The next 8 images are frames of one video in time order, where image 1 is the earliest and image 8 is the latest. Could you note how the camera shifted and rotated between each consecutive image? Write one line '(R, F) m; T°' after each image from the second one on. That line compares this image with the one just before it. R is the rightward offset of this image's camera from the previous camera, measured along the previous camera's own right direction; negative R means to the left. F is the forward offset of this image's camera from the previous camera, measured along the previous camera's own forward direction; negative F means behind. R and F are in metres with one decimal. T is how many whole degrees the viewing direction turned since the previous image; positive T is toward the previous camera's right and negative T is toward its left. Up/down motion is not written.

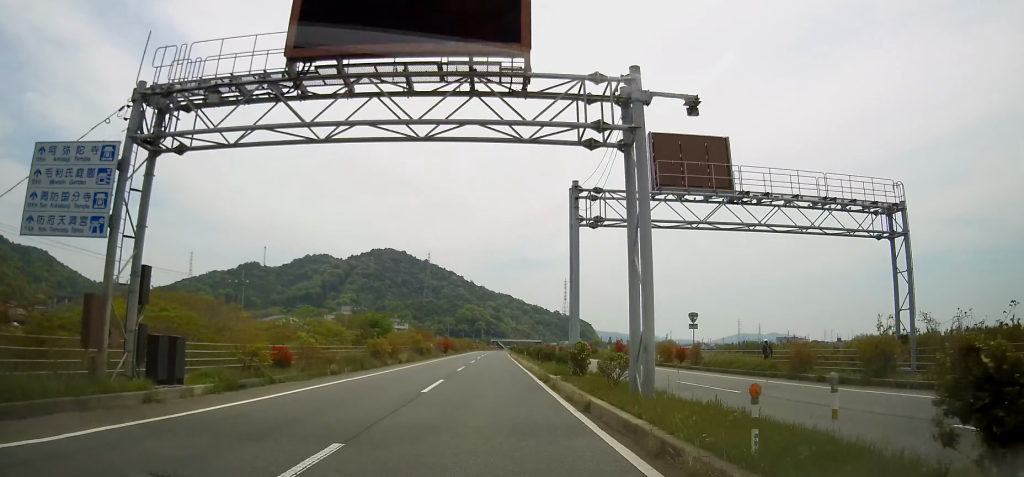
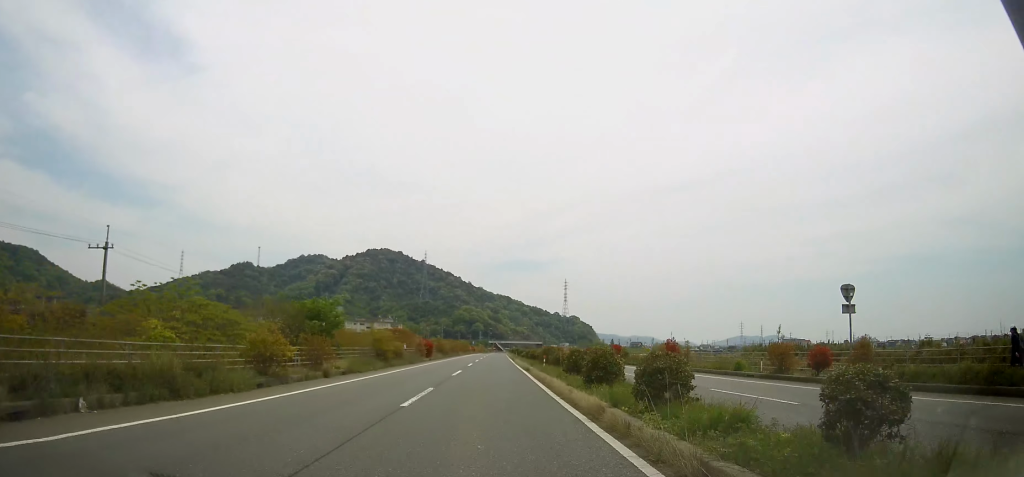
(0.0, +18.6) m; 0°
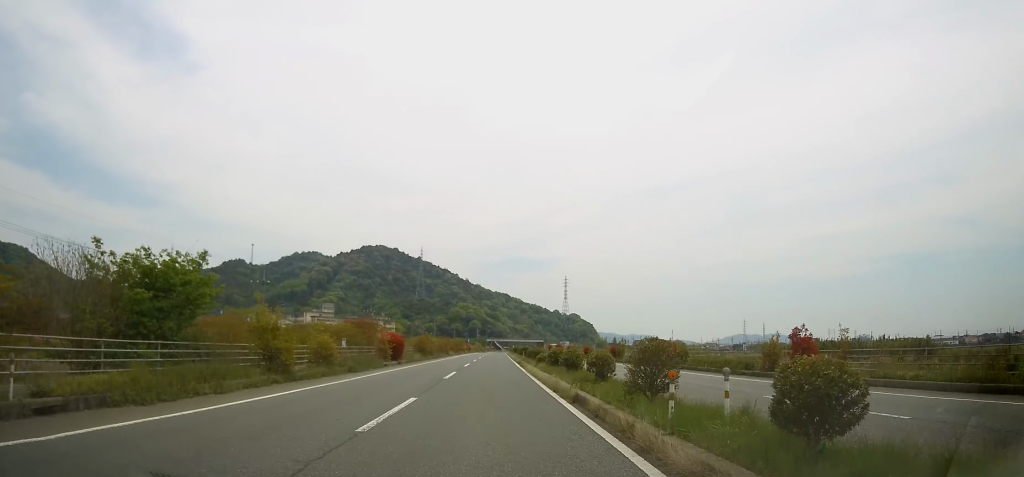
(+0.1, +19.3) m; 0°
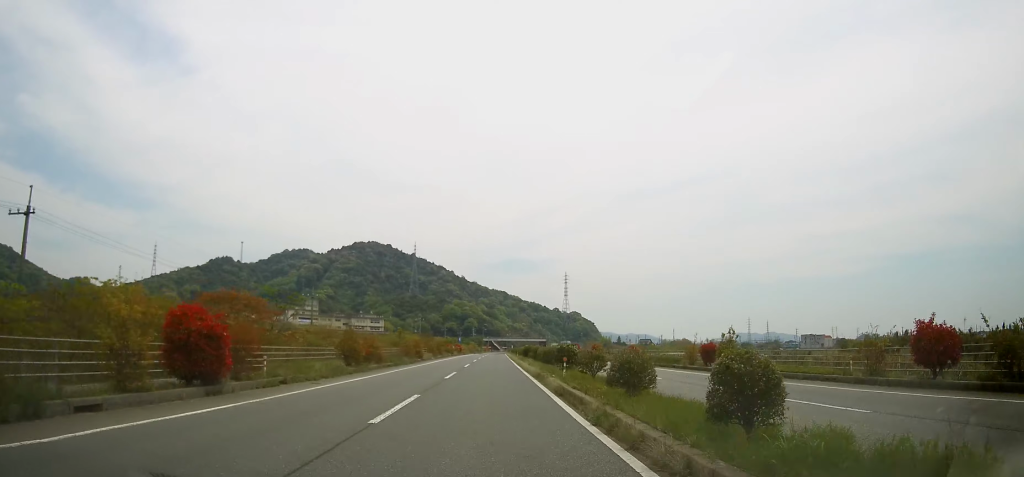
(0.0, +29.2) m; 0°
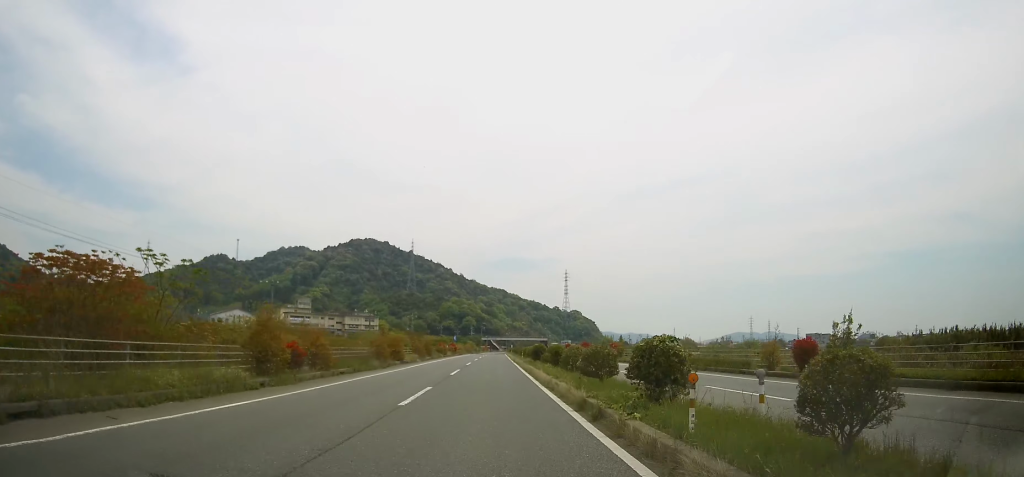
(0.0, +11.8) m; 0°
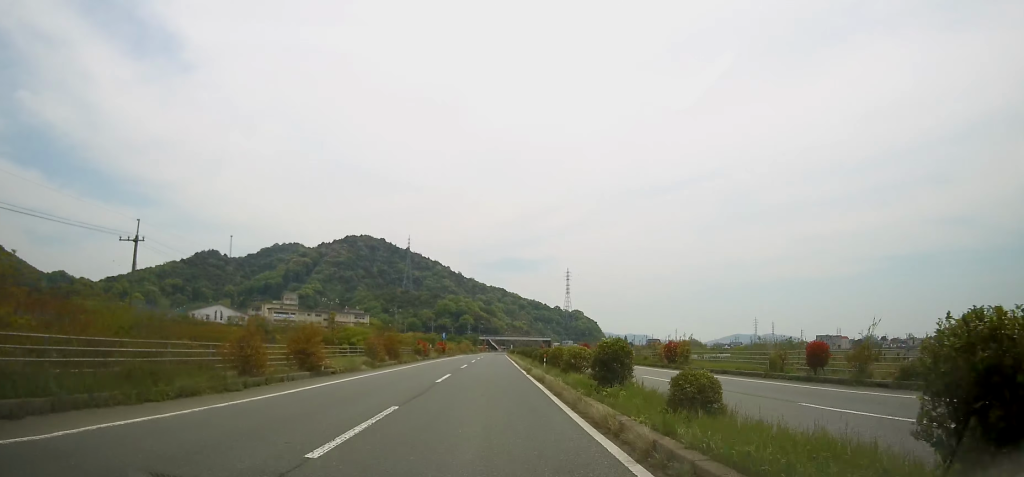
(0.0, +21.6) m; 0°
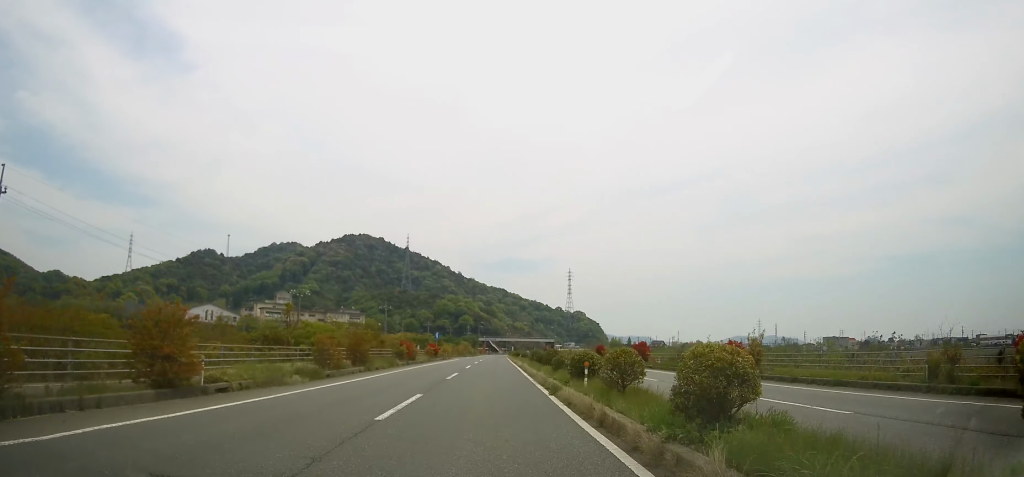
(-0.1, +11.1) m; 0°
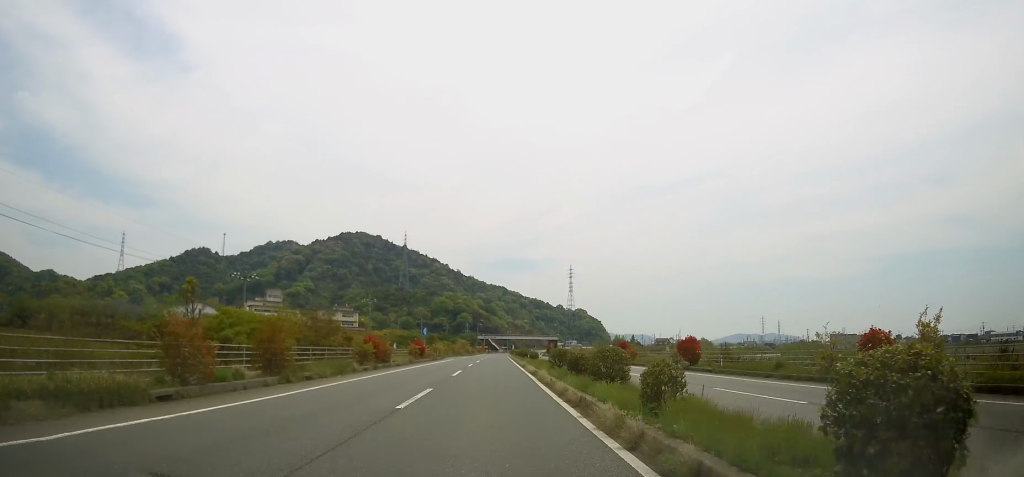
(+0.1, +13.1) m; 0°
